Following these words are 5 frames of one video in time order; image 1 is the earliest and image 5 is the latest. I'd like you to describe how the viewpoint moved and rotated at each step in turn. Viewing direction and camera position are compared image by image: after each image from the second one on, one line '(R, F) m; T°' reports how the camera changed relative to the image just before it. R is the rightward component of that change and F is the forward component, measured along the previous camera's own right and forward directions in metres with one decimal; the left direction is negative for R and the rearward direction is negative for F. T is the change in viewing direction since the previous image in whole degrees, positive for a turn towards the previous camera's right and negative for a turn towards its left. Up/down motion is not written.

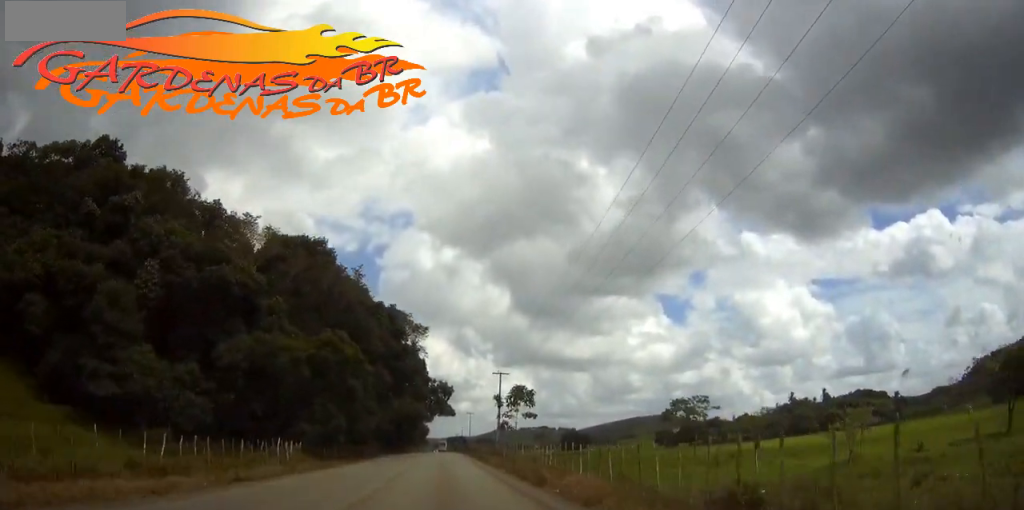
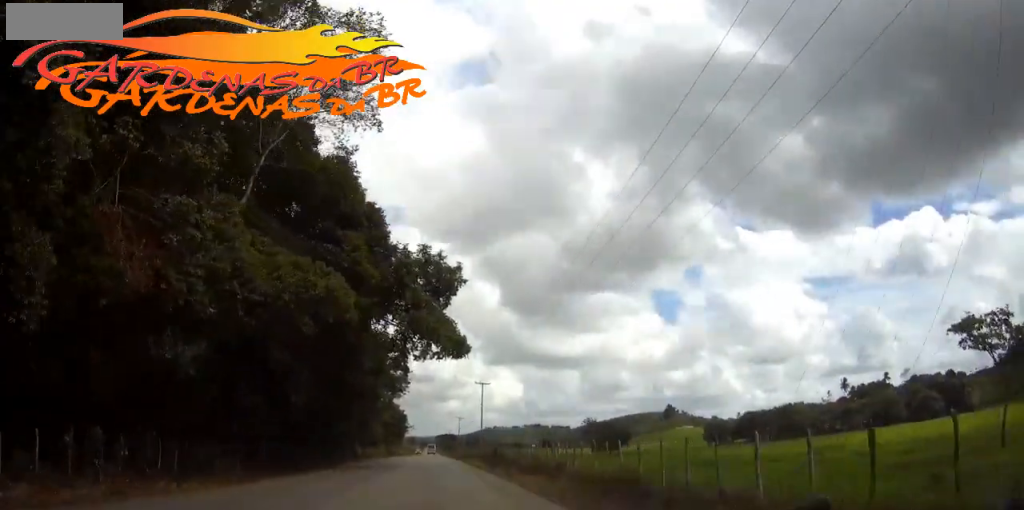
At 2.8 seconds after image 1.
(-0.1, +75.5) m; 0°
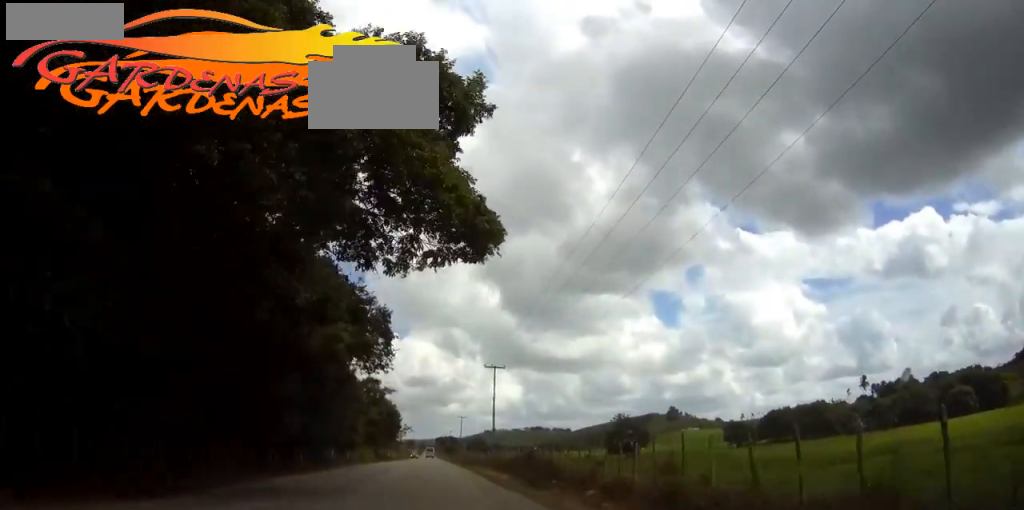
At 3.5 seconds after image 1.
(+0.1, +19.7) m; 0°
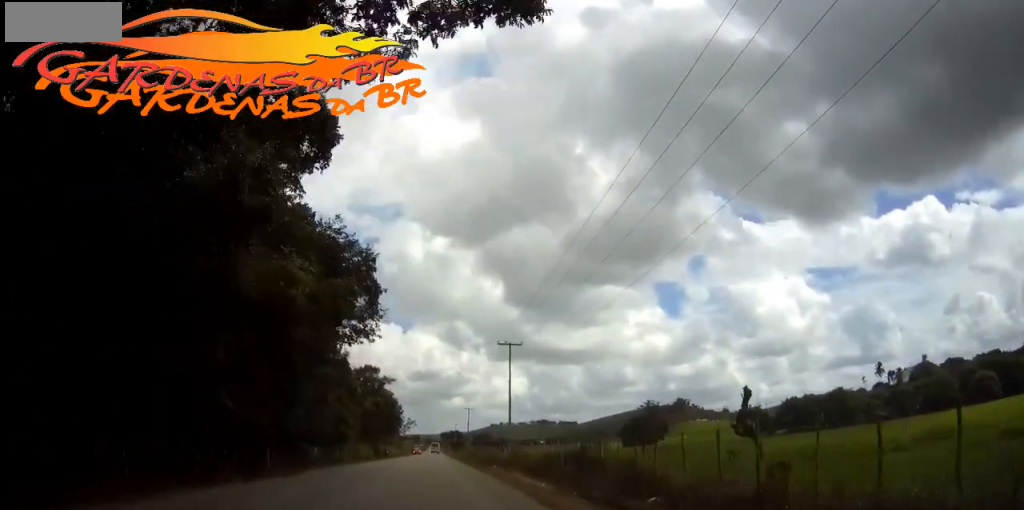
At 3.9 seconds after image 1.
(+0.1, +10.7) m; 0°
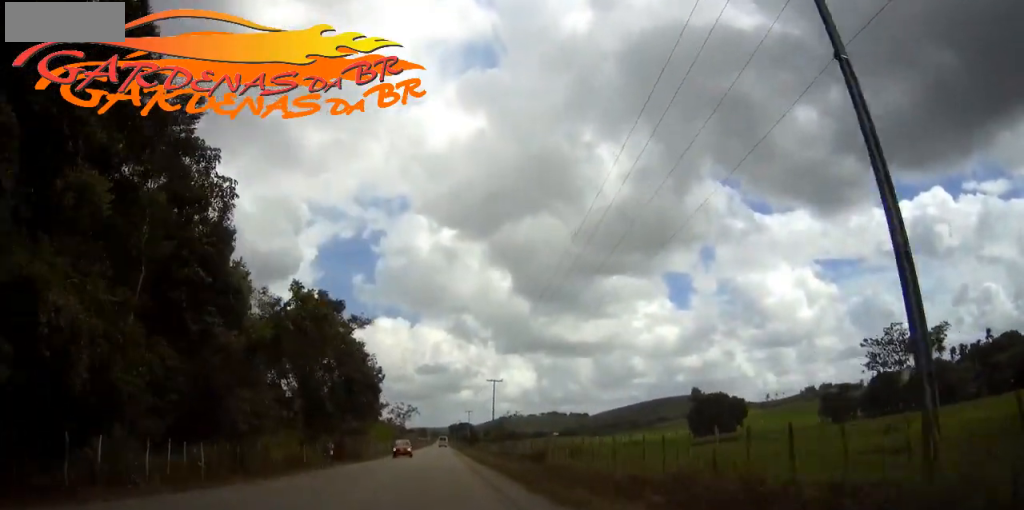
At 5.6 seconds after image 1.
(-0.3, +45.7) m; -1°
